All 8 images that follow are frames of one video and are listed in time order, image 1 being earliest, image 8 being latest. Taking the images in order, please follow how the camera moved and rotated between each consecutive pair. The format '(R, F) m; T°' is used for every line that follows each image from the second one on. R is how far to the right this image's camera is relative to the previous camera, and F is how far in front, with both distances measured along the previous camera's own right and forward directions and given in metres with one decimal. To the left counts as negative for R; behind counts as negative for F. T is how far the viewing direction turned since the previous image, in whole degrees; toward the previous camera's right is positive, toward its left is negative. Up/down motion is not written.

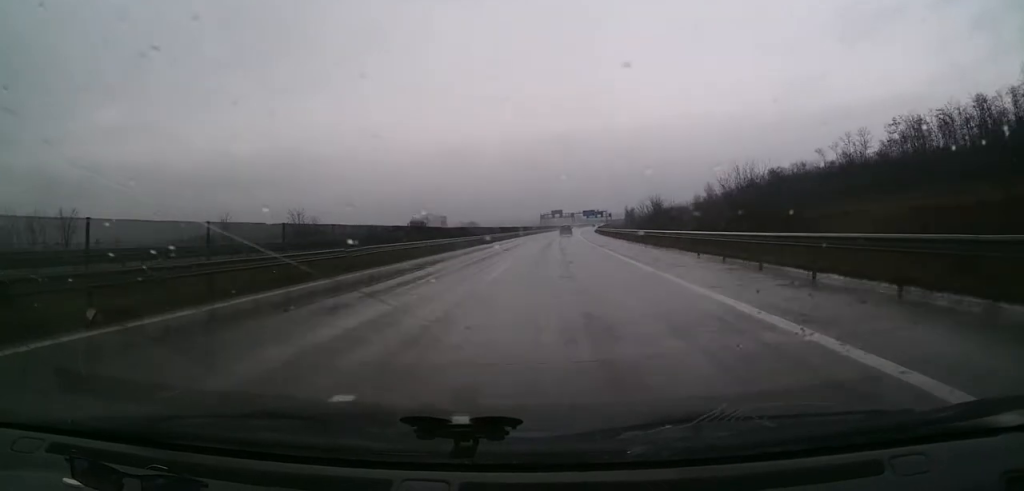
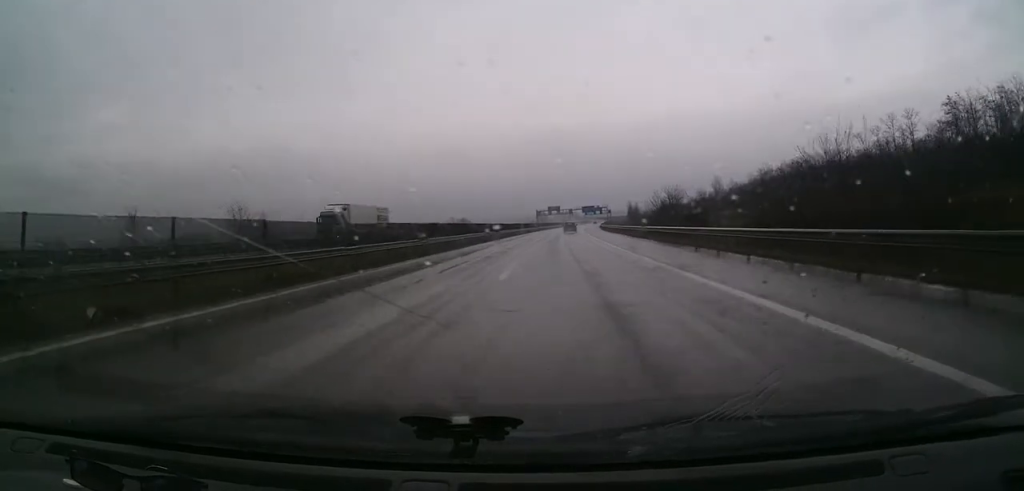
(0.0, +20.7) m; +1°
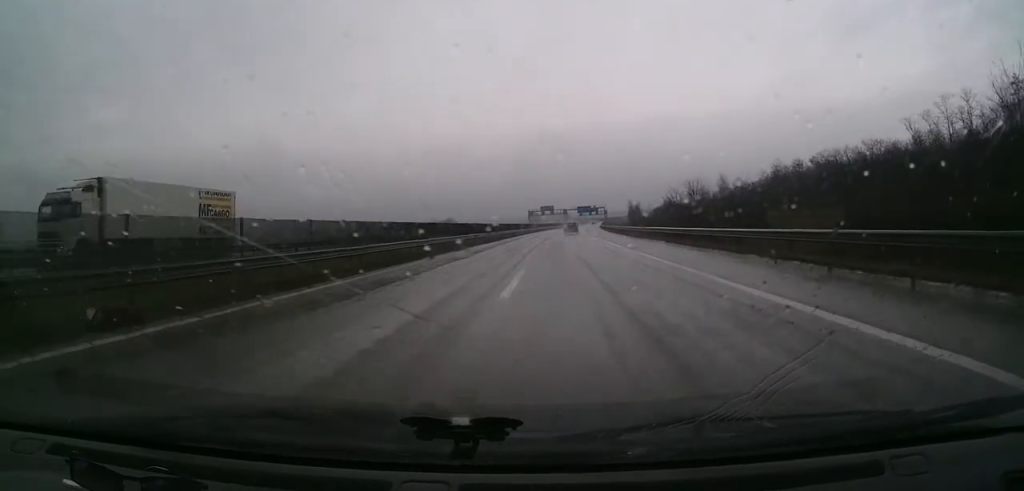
(+0.1, +22.1) m; +1°
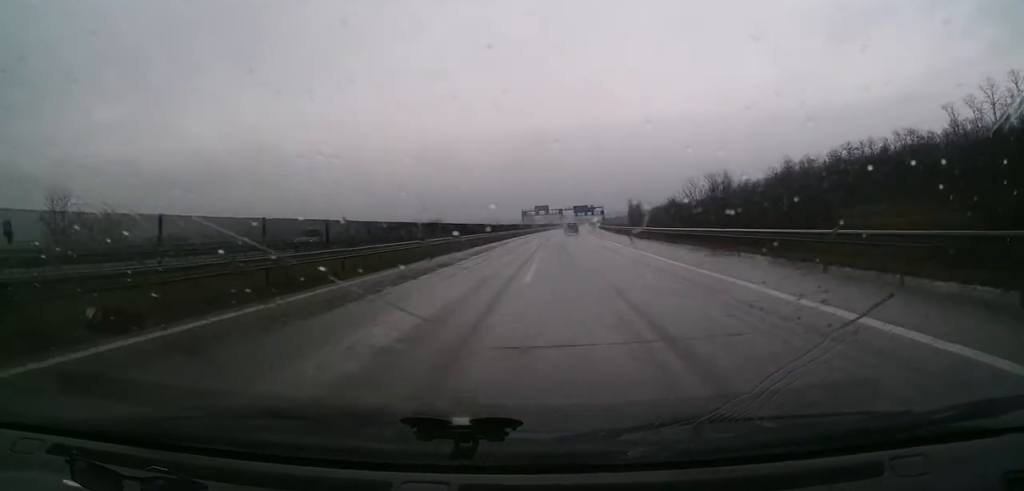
(+0.2, +15.6) m; +1°
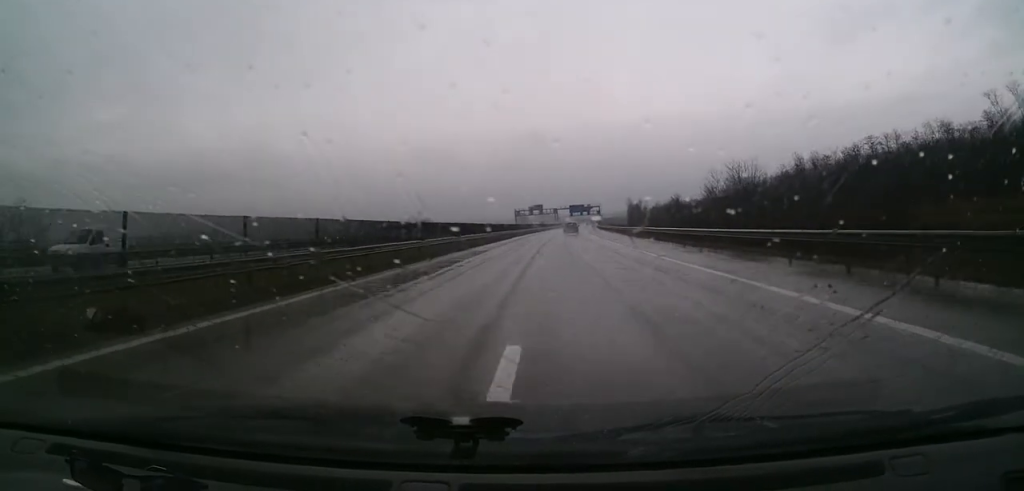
(+0.1, +13.0) m; 0°
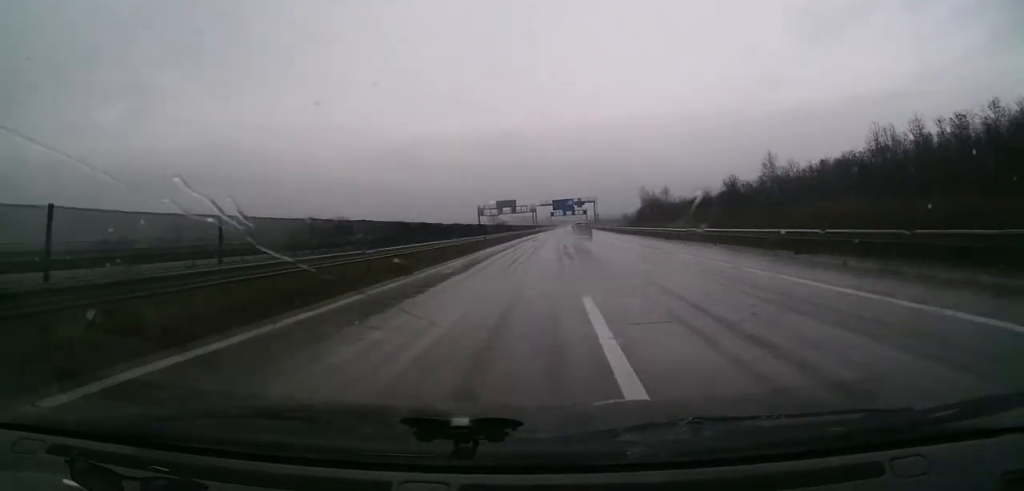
(+0.7, +69.2) m; +1°
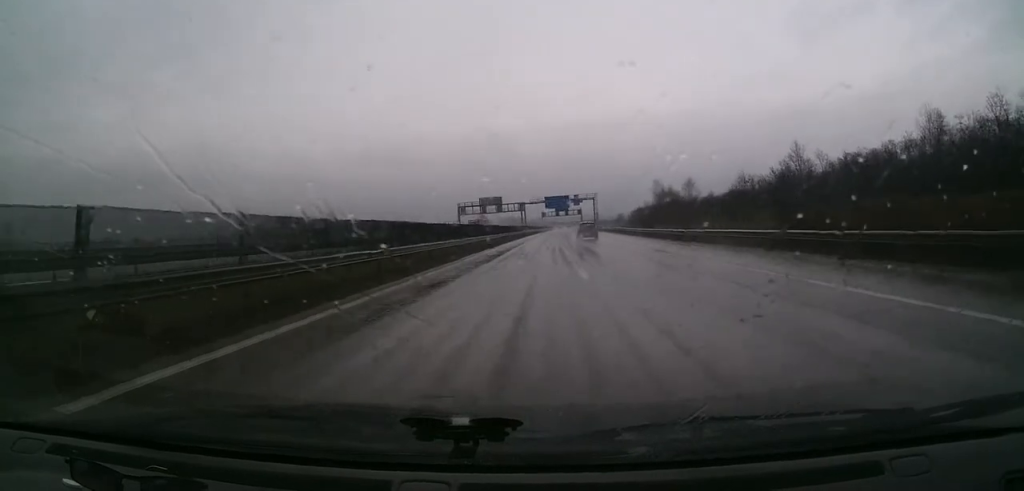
(0.0, +27.4) m; +1°
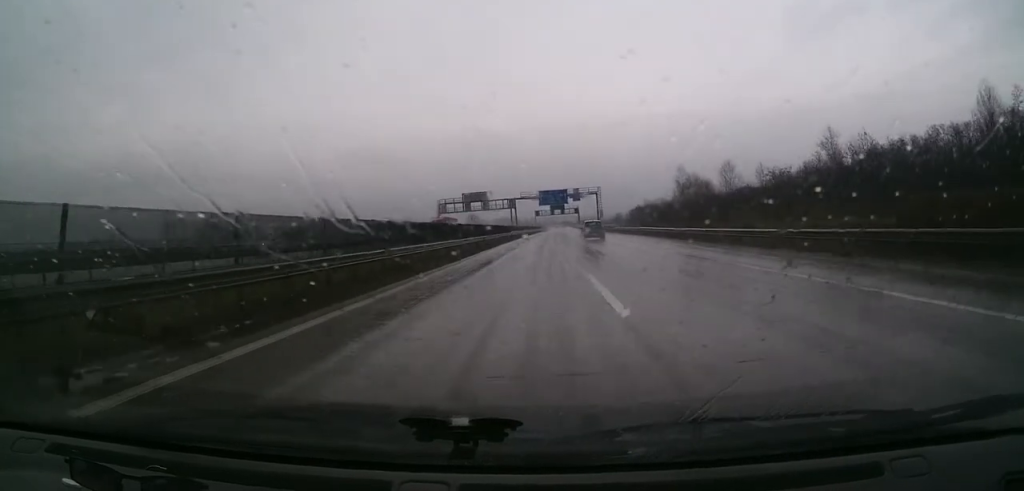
(+0.3, +23.4) m; +1°
